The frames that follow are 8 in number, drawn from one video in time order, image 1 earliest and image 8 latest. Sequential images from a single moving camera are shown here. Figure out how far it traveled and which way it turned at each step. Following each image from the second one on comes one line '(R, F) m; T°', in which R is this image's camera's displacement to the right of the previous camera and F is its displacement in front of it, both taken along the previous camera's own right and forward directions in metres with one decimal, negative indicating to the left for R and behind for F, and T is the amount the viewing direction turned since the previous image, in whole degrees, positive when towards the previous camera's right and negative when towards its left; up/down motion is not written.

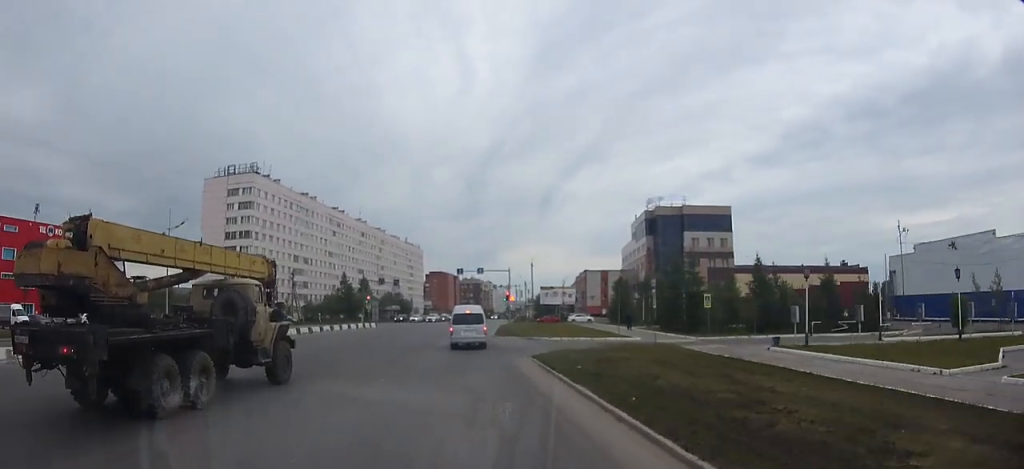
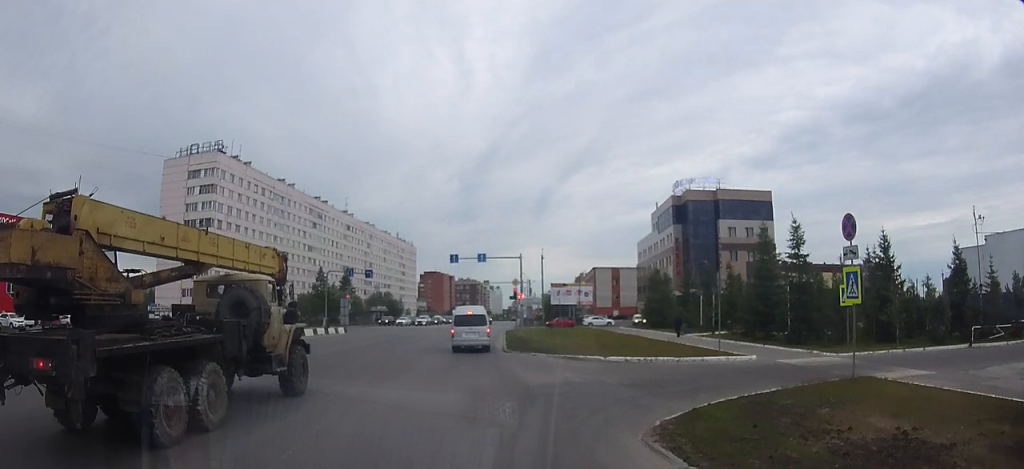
(+0.1, +15.6) m; 0°
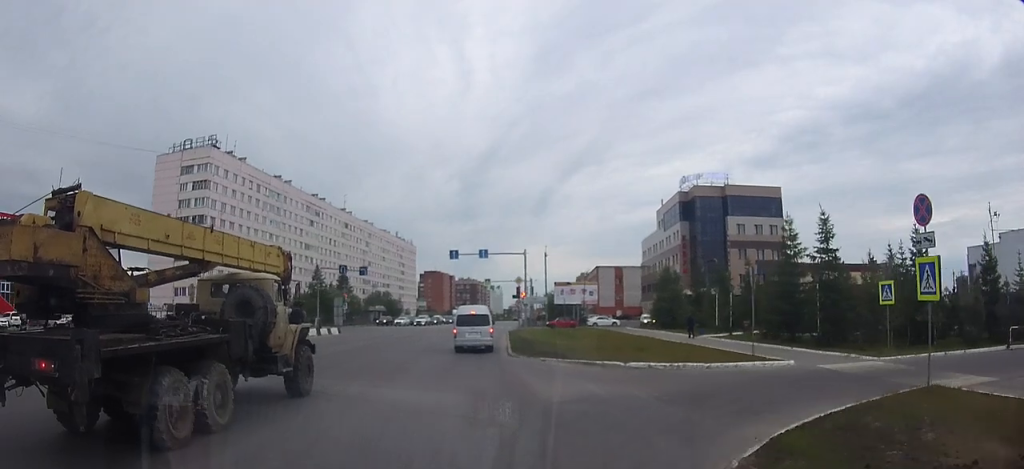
(0.0, +2.7) m; 0°
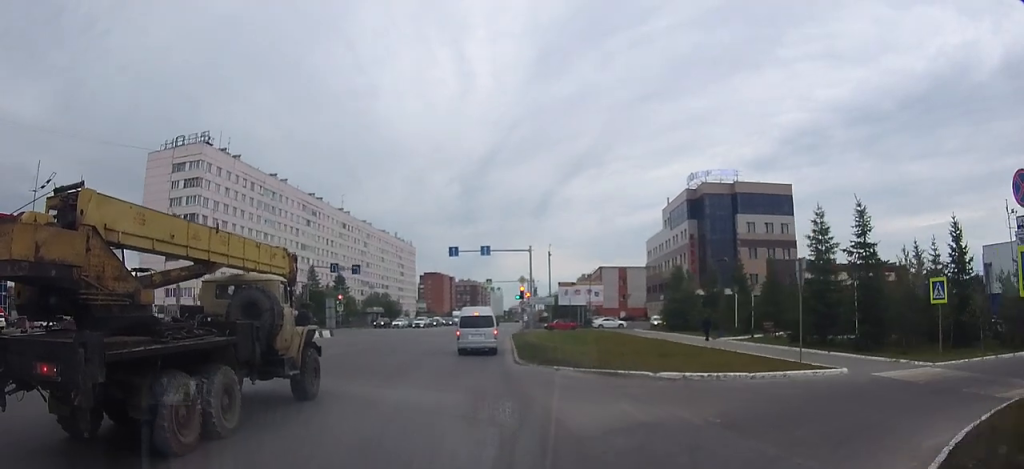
(0.0, +3.0) m; 0°
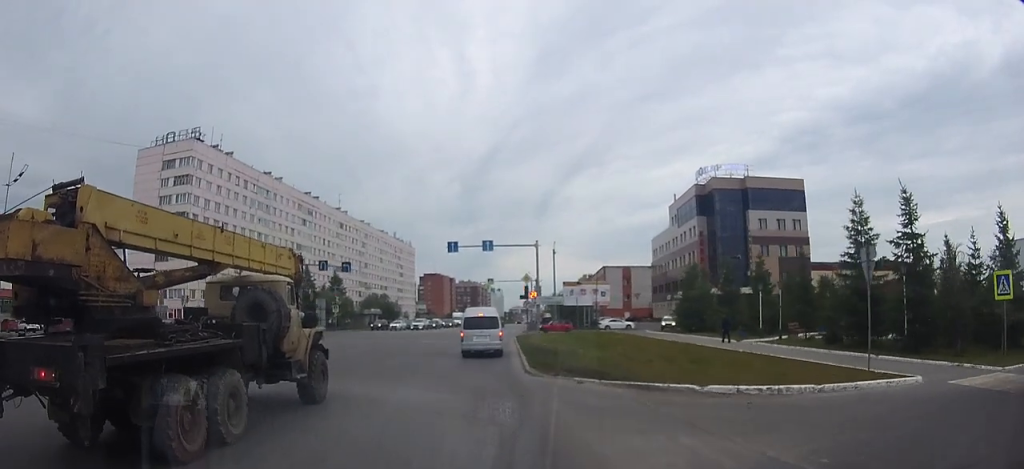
(0.0, +3.5) m; 0°
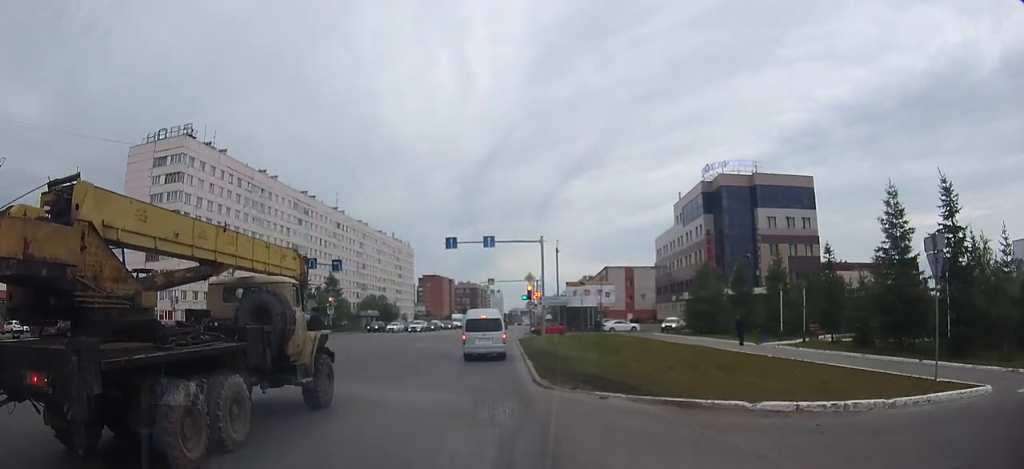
(0.0, +3.0) m; 0°
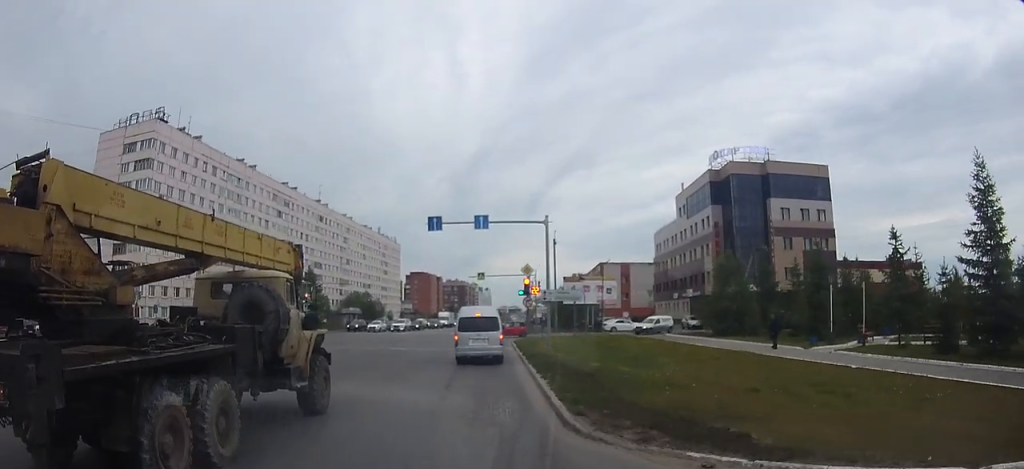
(0.0, +7.0) m; +1°
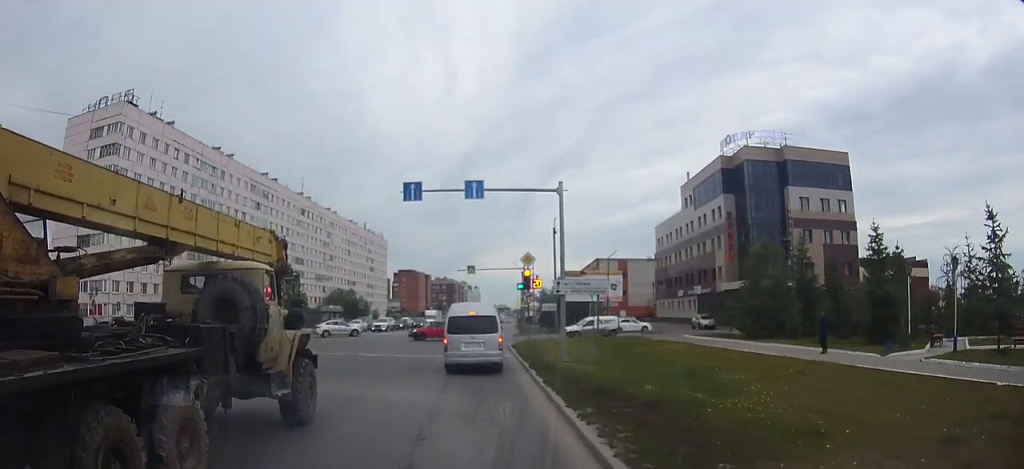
(+0.1, +7.0) m; +1°
